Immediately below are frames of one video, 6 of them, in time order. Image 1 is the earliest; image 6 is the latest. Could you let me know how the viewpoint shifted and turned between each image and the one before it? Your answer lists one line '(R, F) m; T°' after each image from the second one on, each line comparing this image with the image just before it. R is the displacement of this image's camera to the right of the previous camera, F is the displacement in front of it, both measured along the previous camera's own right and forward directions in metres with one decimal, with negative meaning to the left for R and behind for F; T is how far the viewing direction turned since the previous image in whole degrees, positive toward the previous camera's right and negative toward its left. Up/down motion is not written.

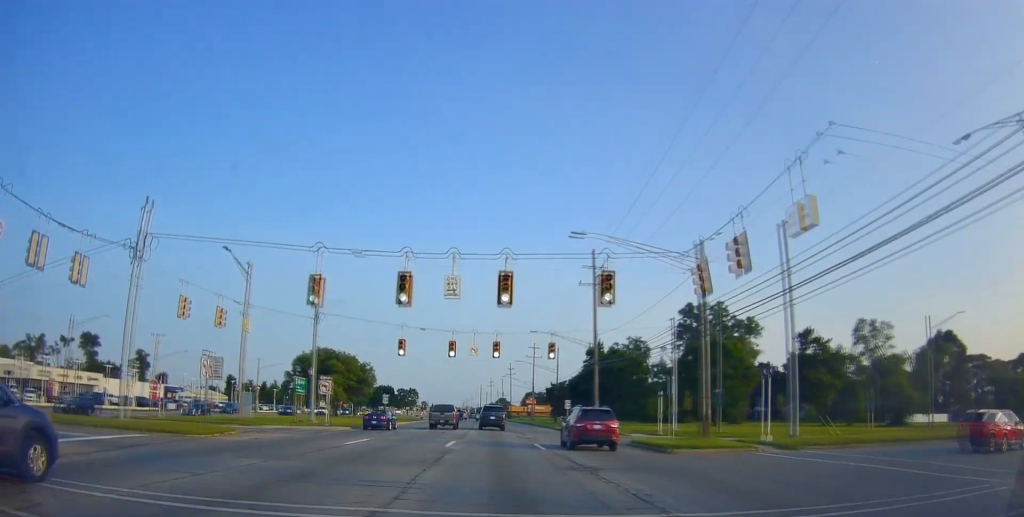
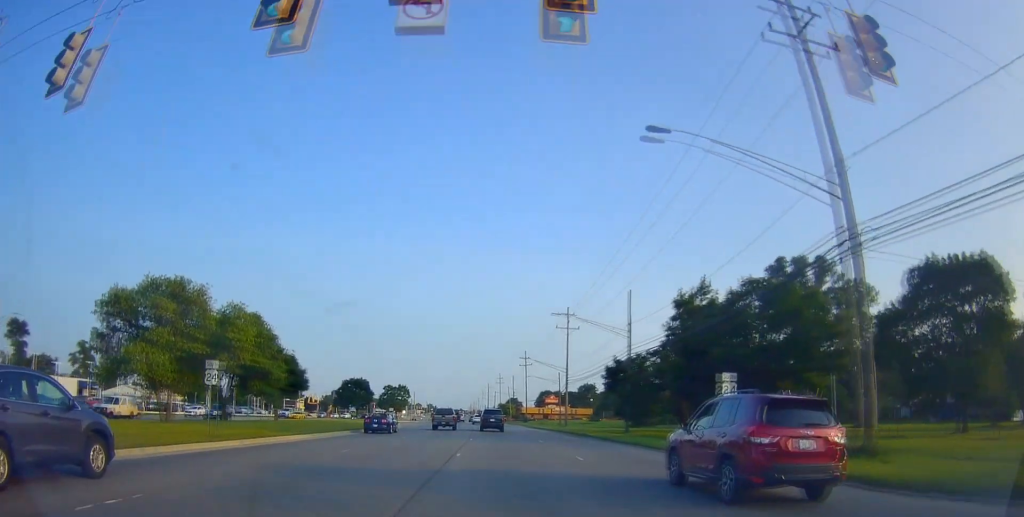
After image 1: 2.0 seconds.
(-0.6, +40.7) m; -1°
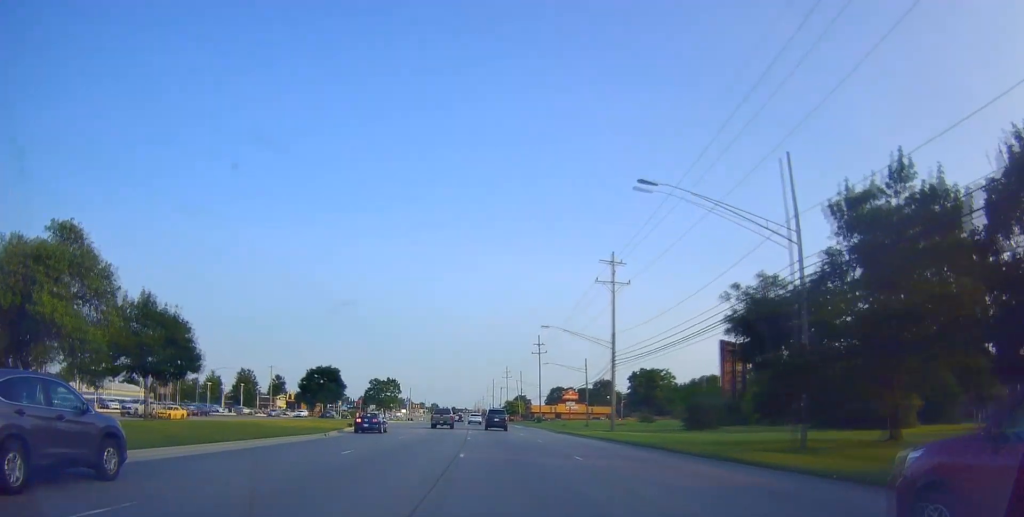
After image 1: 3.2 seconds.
(-0.2, +25.7) m; -1°
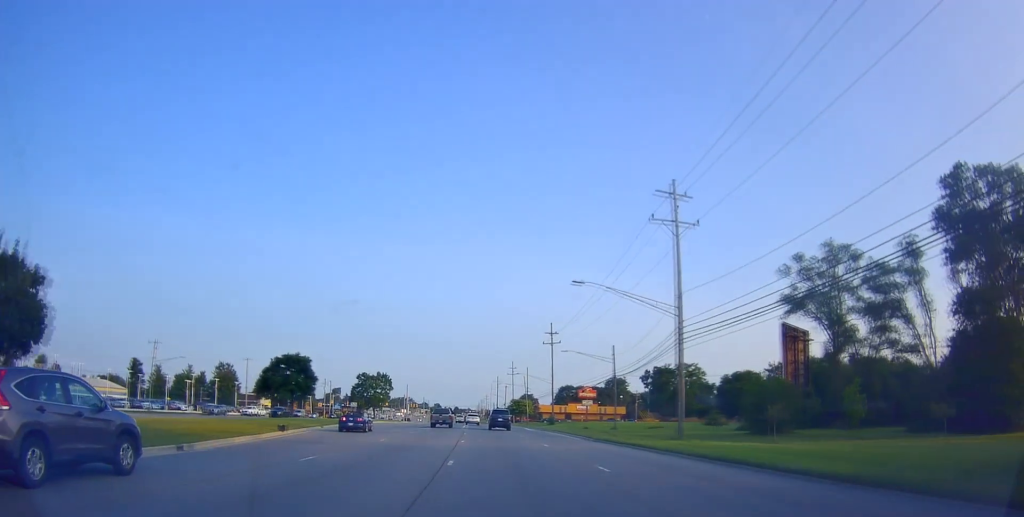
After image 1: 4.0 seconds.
(0.0, +17.0) m; +1°
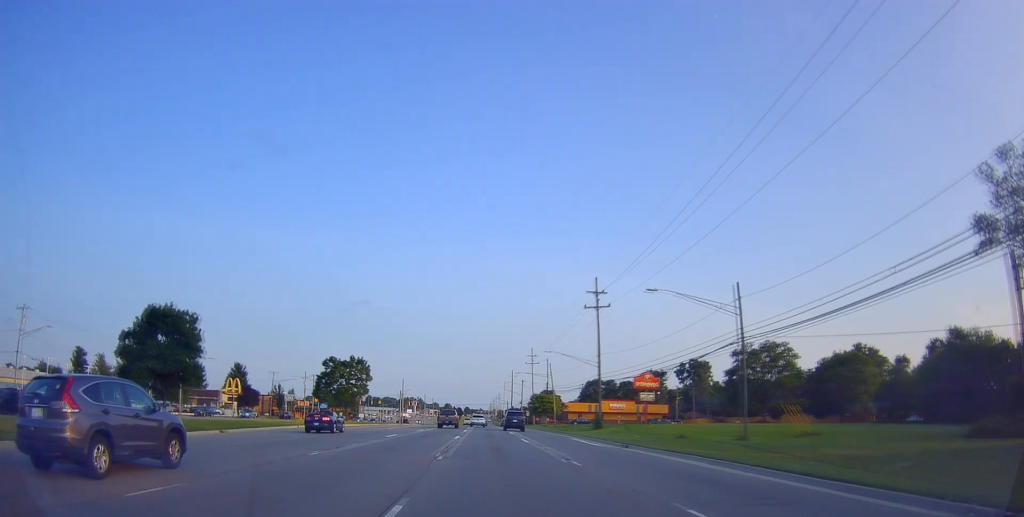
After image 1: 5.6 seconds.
(+0.7, +33.9) m; 0°
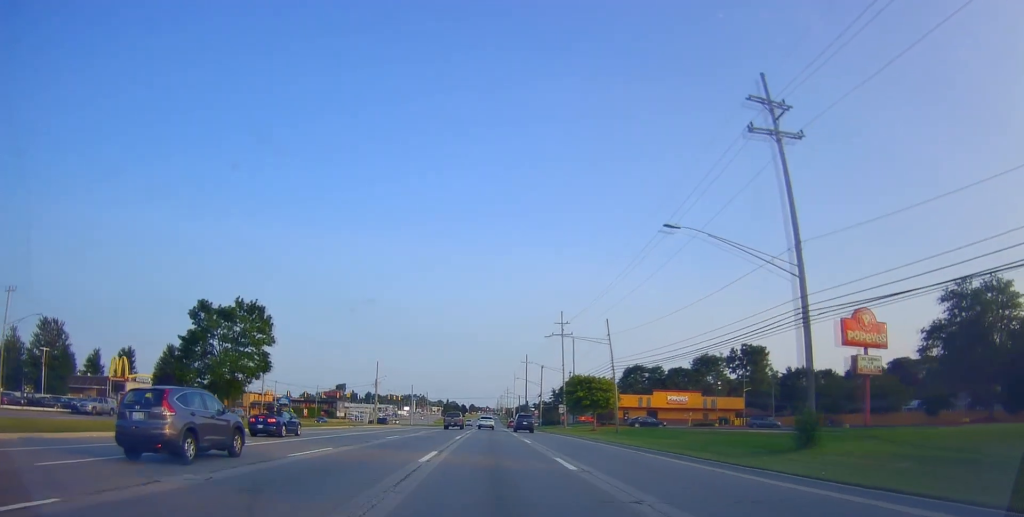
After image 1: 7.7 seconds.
(-2.4, +45.0) m; -3°
